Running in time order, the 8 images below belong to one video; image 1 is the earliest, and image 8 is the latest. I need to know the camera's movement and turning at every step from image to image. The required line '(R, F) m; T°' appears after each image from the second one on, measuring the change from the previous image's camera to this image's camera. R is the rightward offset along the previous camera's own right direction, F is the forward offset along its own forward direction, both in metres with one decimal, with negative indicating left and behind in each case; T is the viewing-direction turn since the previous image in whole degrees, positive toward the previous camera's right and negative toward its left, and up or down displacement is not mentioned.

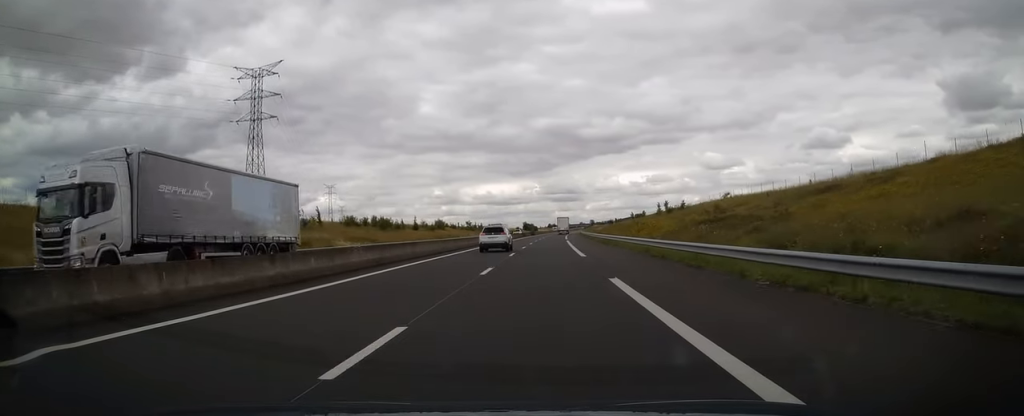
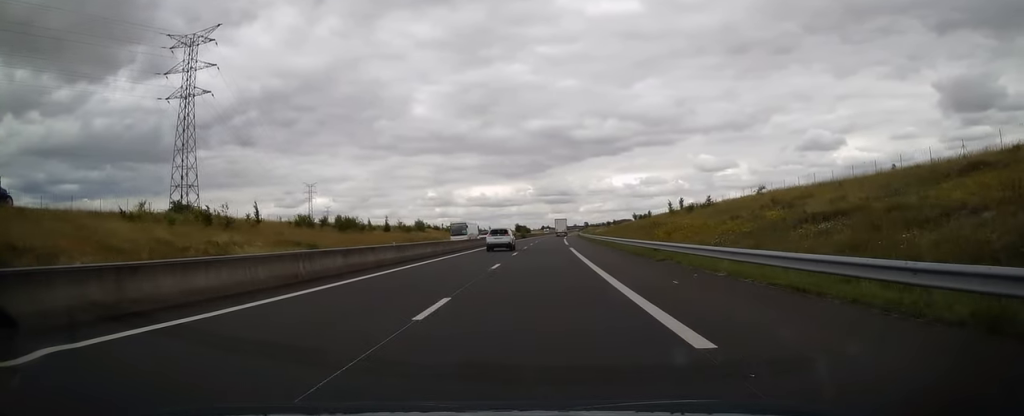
(+0.3, +22.1) m; +1°
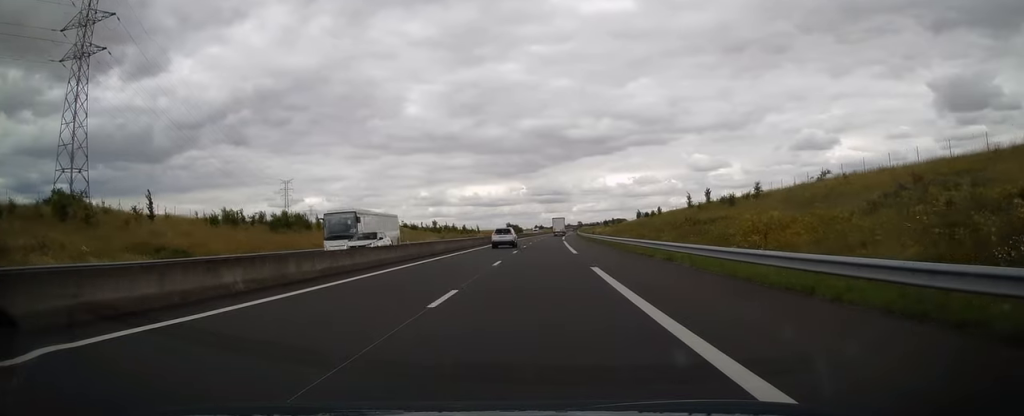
(+0.1, +24.5) m; 0°
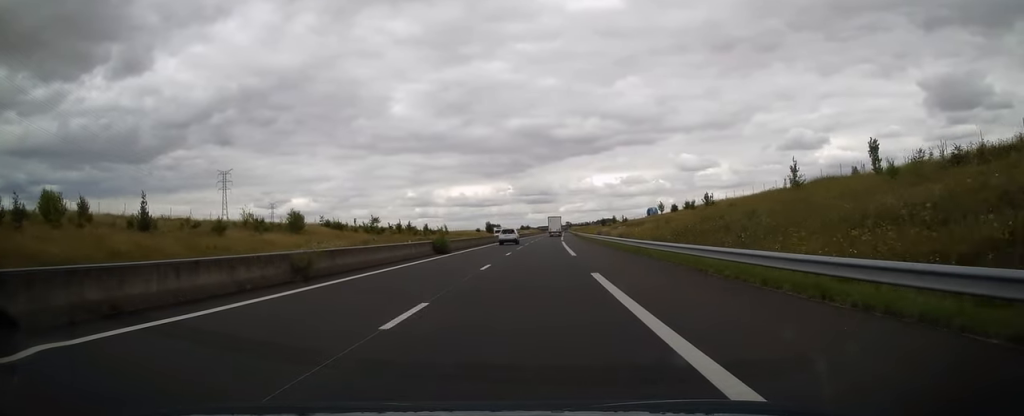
(+0.2, +54.3) m; +1°
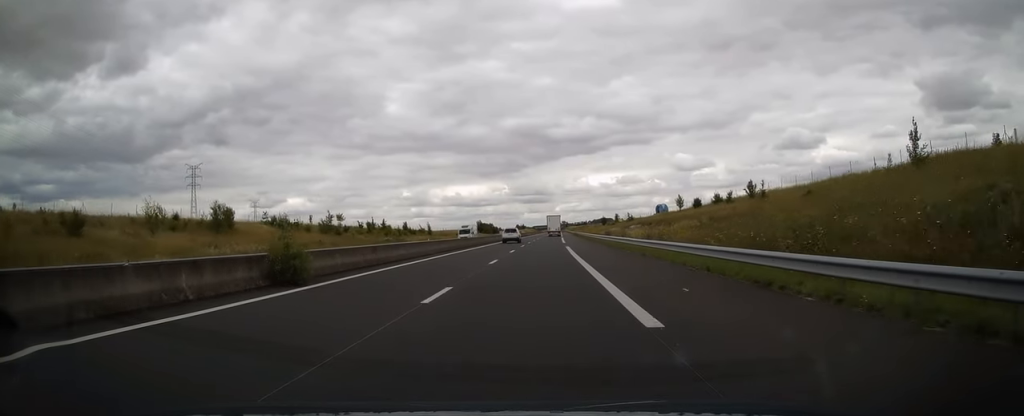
(+0.1, +23.1) m; +1°
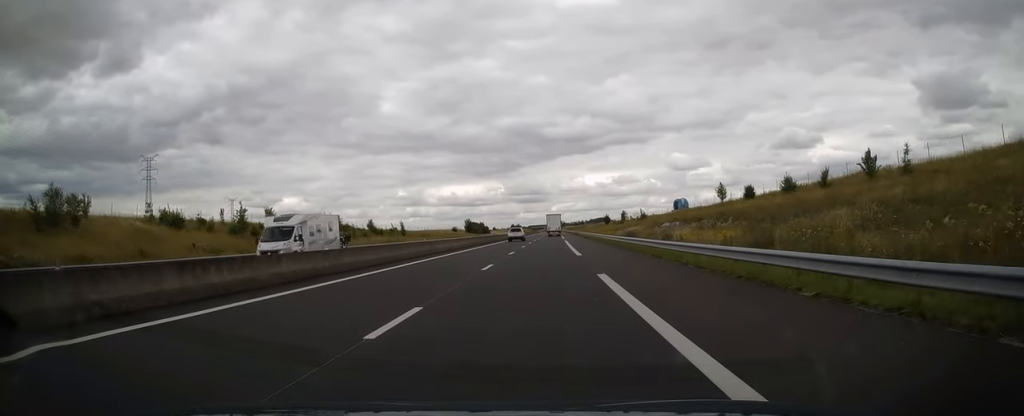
(+0.4, +30.0) m; +1°
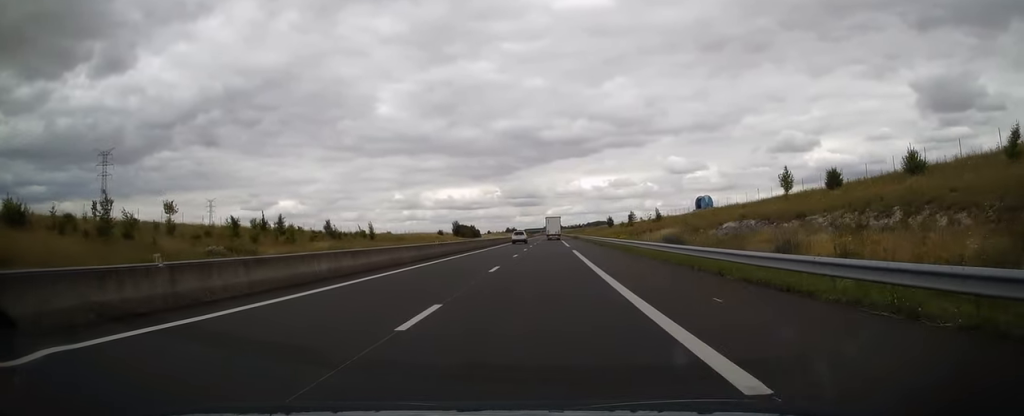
(0.0, +25.2) m; 0°
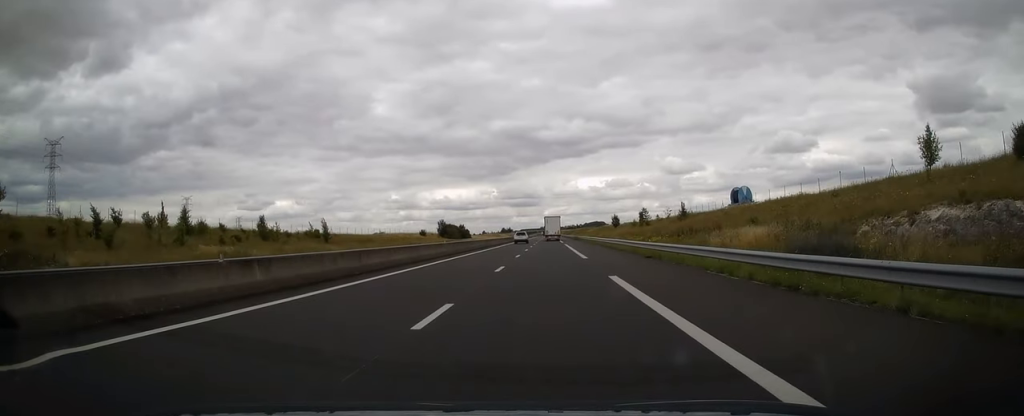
(+0.2, +25.9) m; 0°
